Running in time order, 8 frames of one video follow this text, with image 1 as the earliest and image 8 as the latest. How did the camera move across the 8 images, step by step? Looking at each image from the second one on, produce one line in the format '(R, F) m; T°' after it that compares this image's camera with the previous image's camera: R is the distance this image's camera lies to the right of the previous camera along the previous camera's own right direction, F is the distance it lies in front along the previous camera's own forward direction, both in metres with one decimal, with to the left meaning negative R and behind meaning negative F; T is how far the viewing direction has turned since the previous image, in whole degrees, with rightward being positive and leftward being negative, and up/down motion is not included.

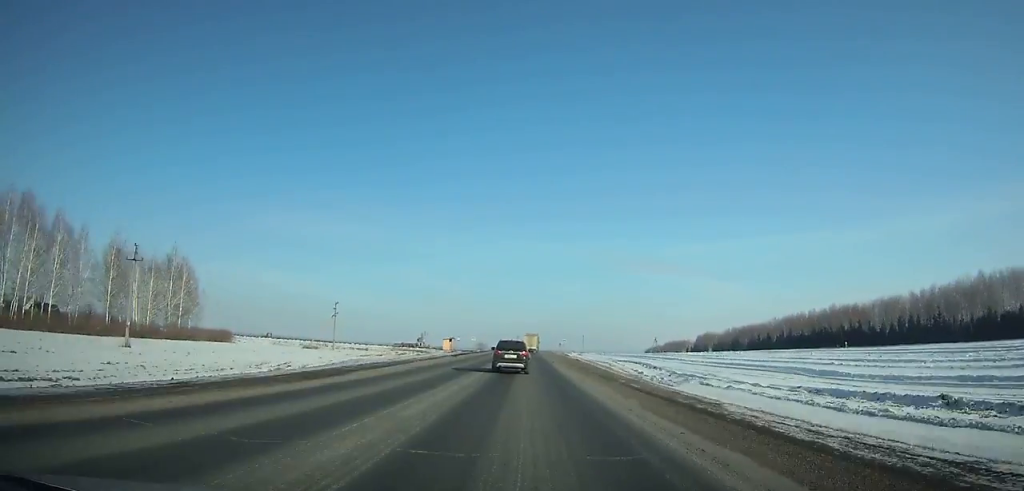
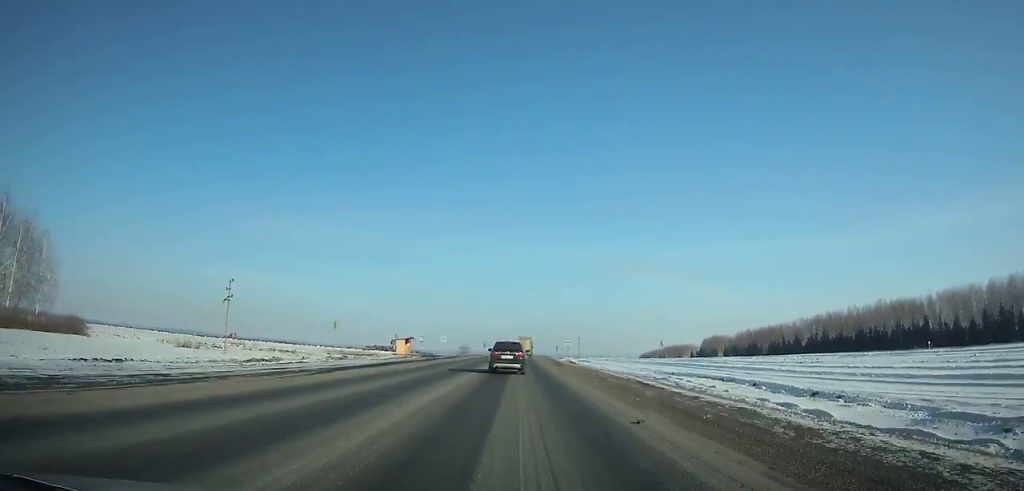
(+0.1, +37.0) m; 0°
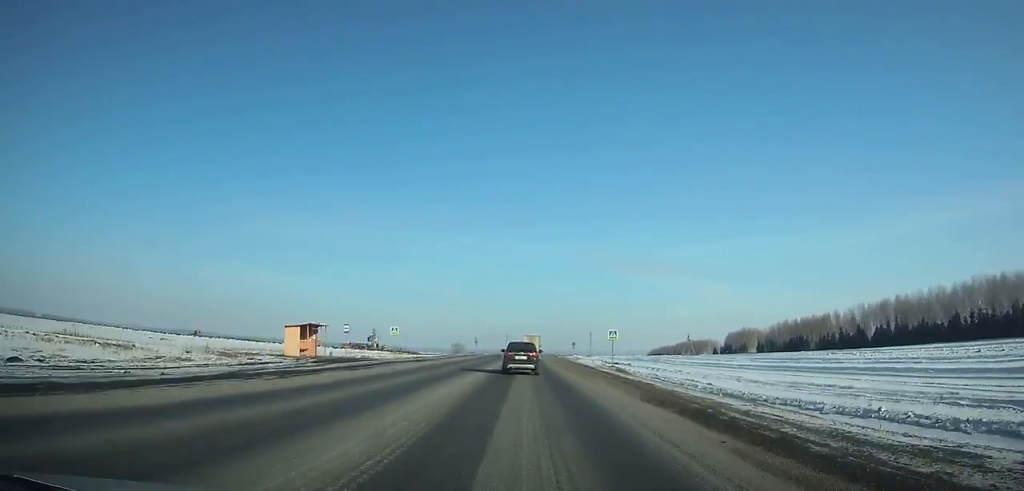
(+0.1, +42.6) m; 0°
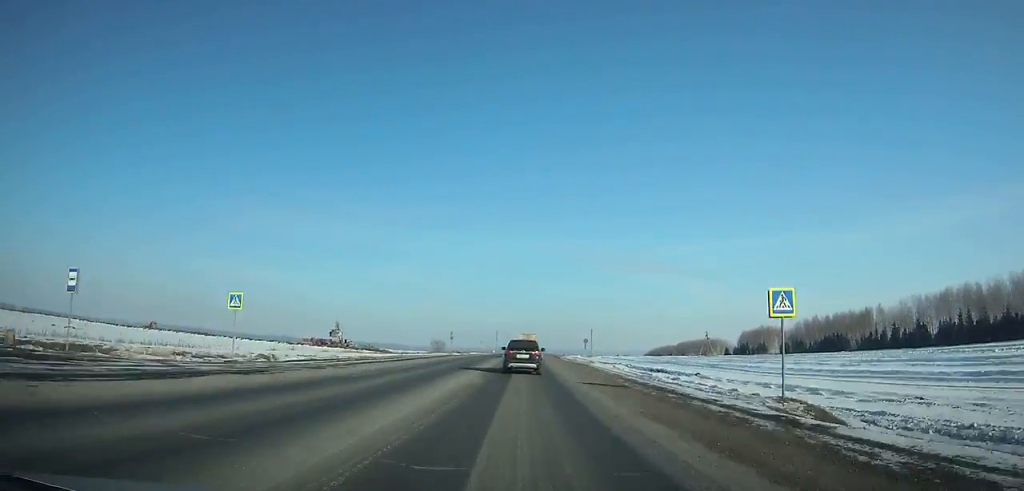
(+0.1, +33.6) m; 0°
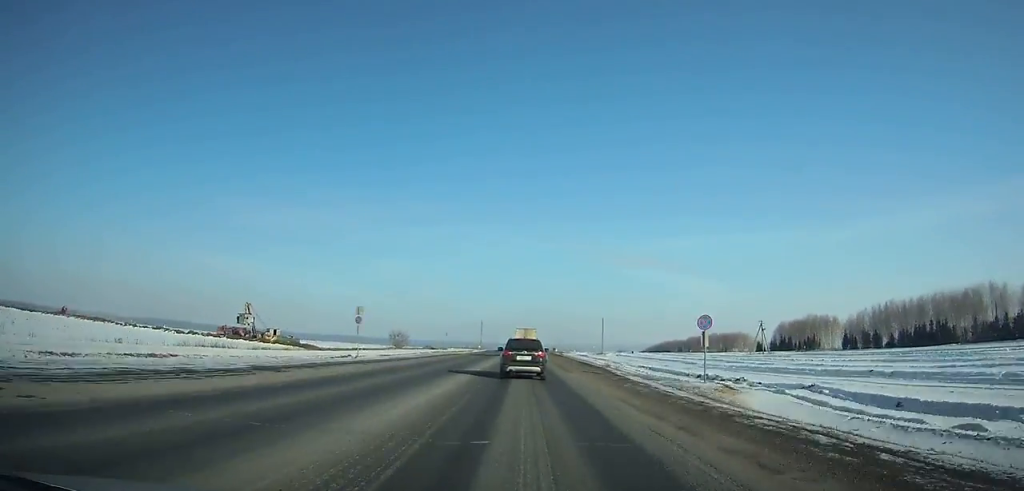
(+0.3, +53.6) m; +1°
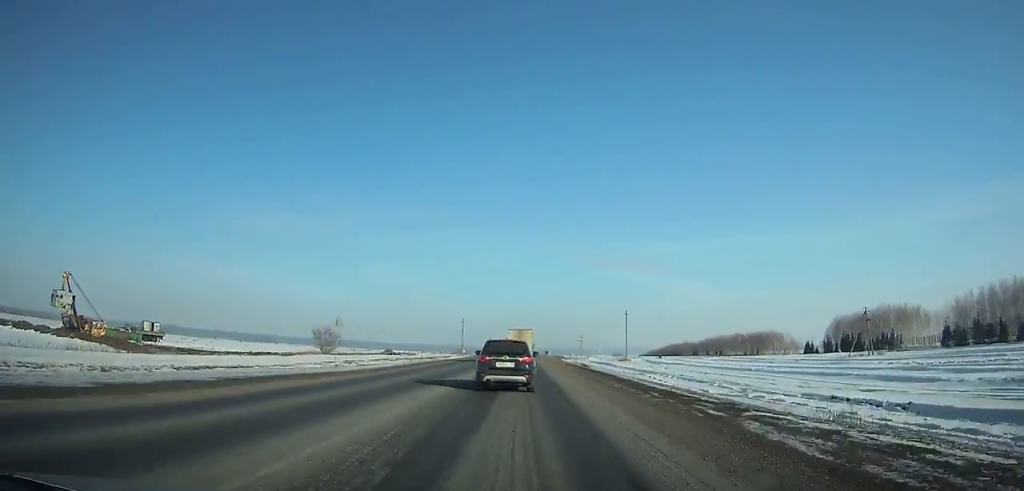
(+0.2, +50.6) m; 0°
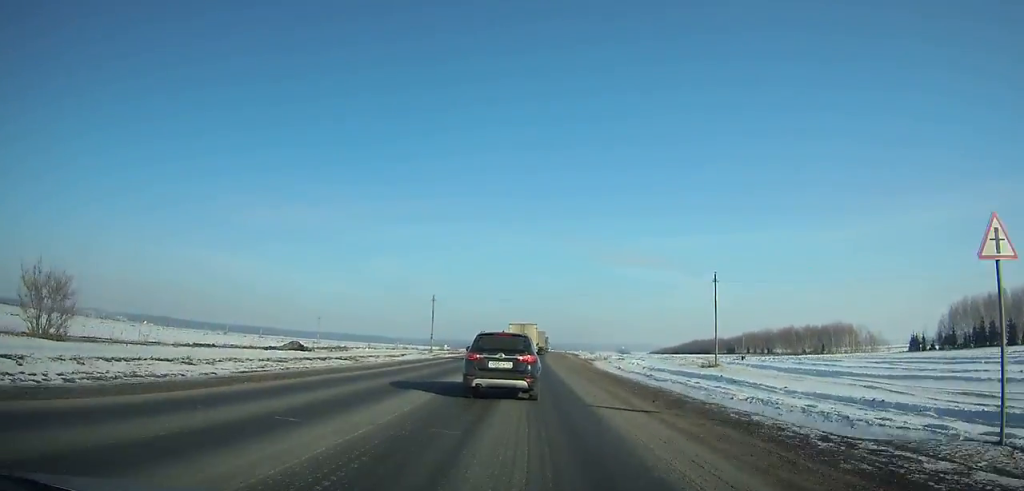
(+0.3, +61.9) m; +1°
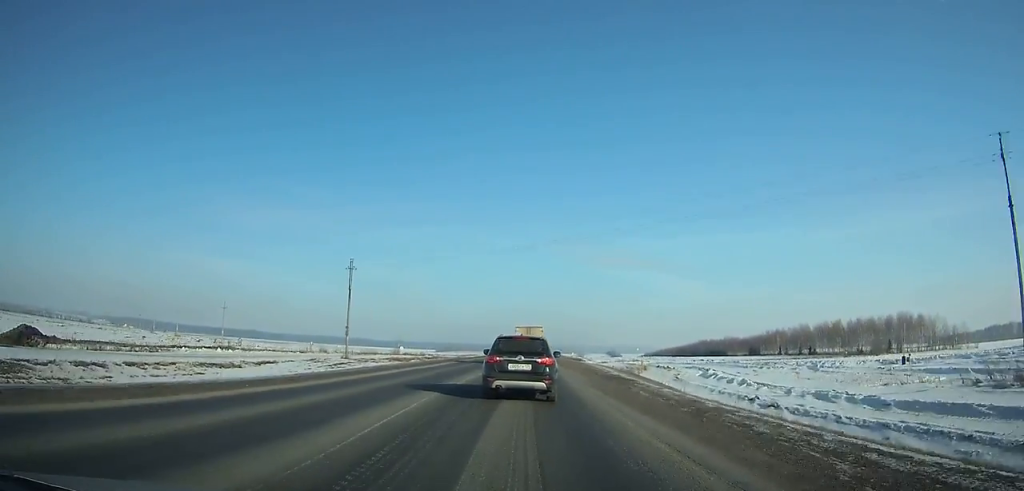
(+0.5, +53.0) m; +1°
